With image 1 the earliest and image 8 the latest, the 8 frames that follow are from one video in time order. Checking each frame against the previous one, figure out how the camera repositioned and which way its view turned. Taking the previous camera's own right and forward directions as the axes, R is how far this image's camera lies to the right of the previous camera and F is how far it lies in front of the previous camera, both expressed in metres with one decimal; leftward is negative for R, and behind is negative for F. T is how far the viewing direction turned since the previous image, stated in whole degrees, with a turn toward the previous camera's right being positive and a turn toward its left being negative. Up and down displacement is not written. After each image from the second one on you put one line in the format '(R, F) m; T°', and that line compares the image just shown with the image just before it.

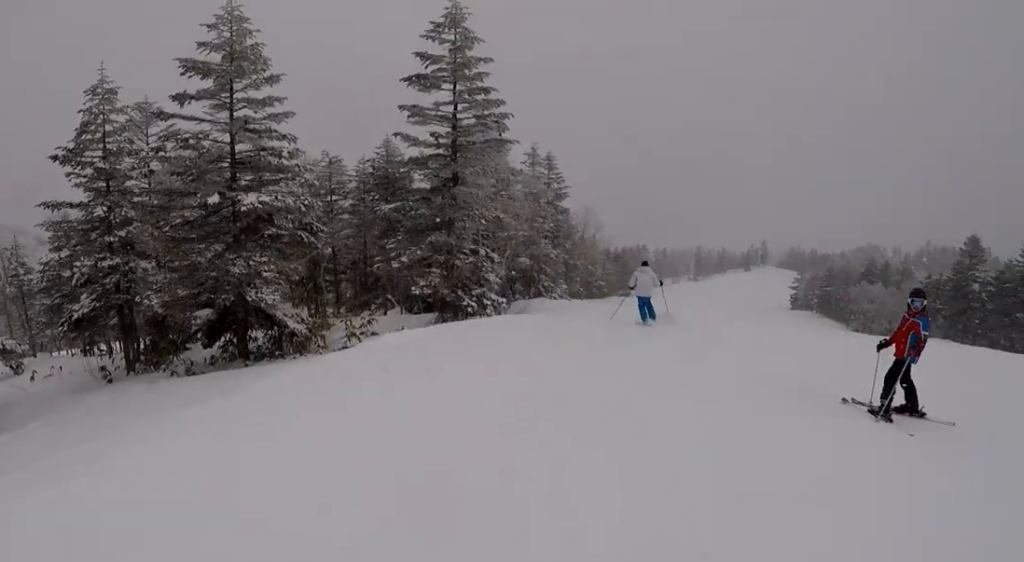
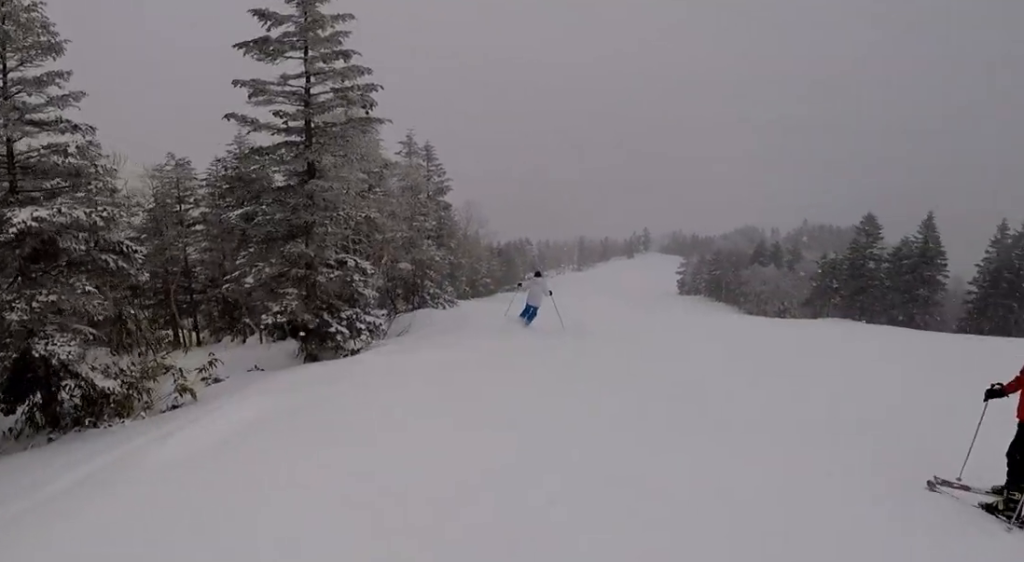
(0.0, +3.4) m; +6°
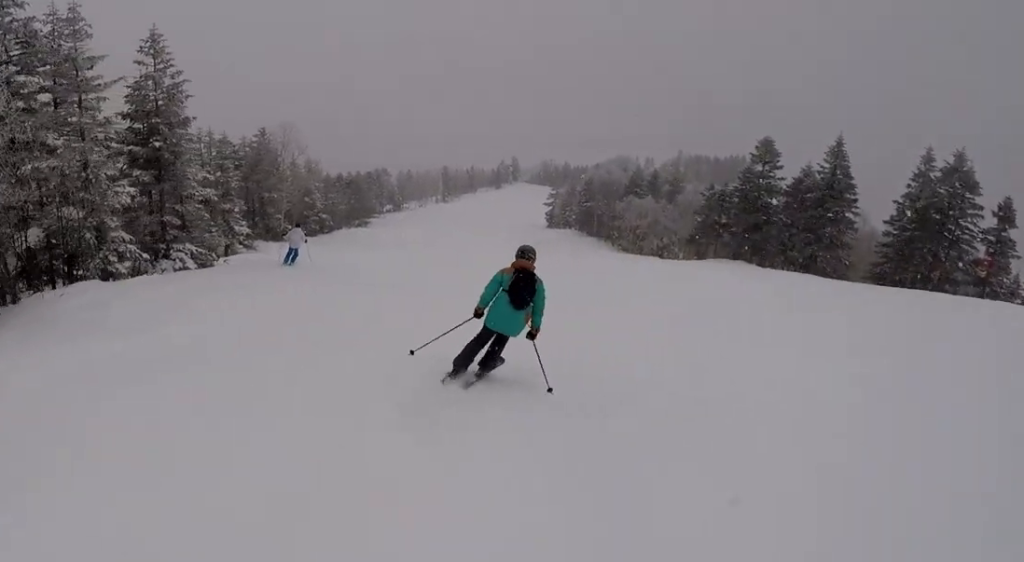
(+1.6, +10.0) m; +9°
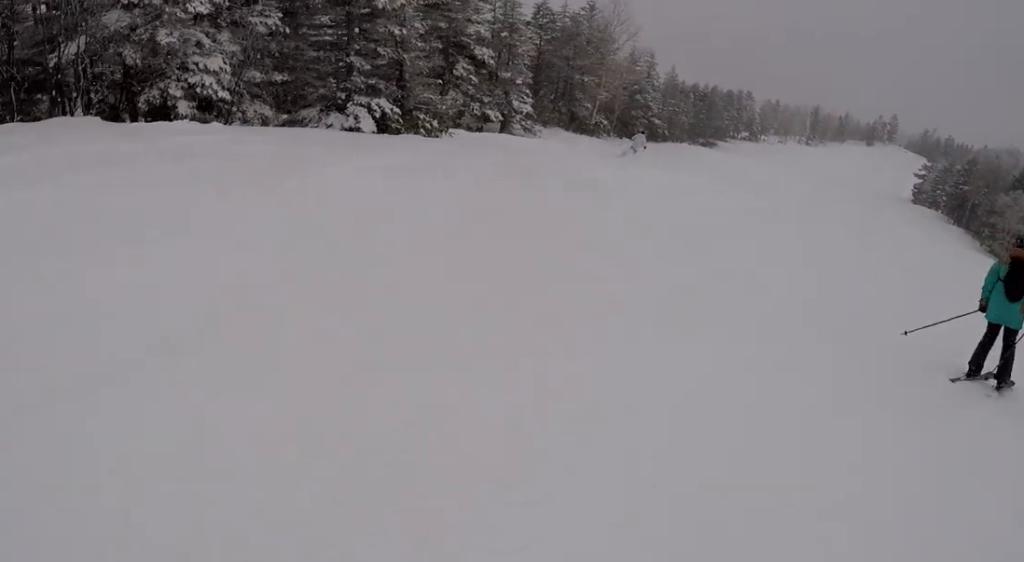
(-0.2, +8.3) m; -10°
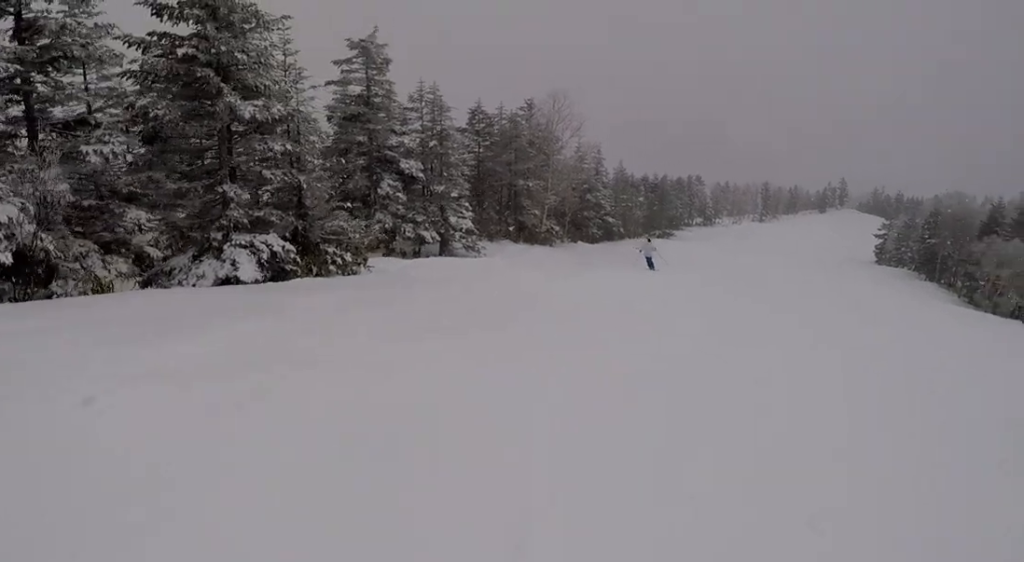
(-0.7, +4.4) m; +1°
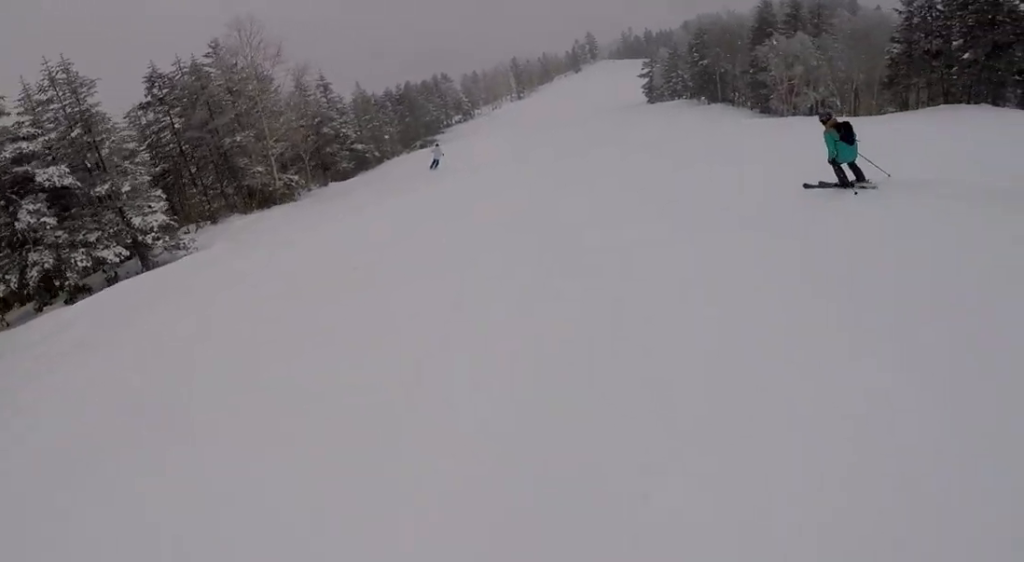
(+0.5, +6.9) m; 0°
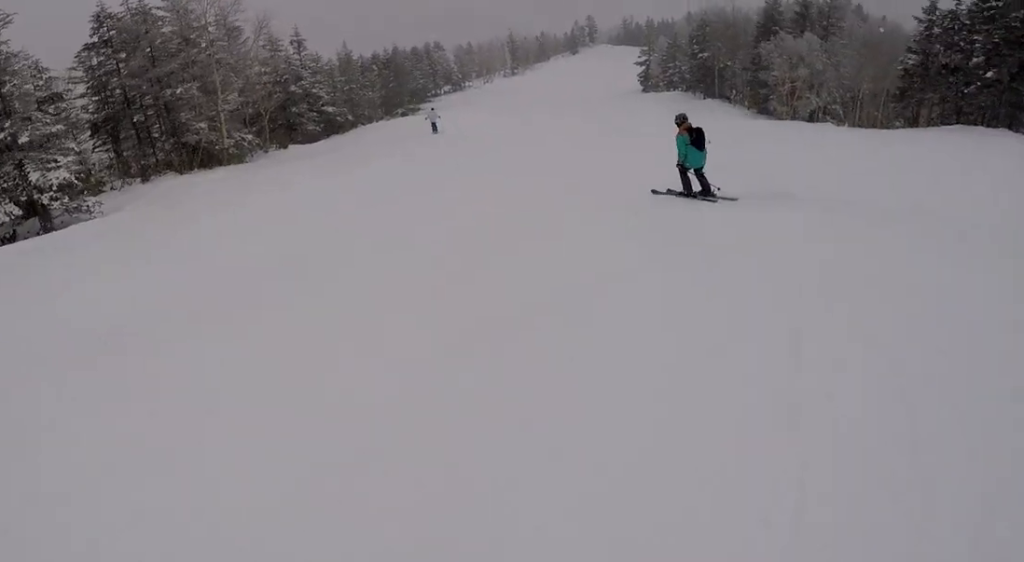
(+0.4, +3.2) m; -1°
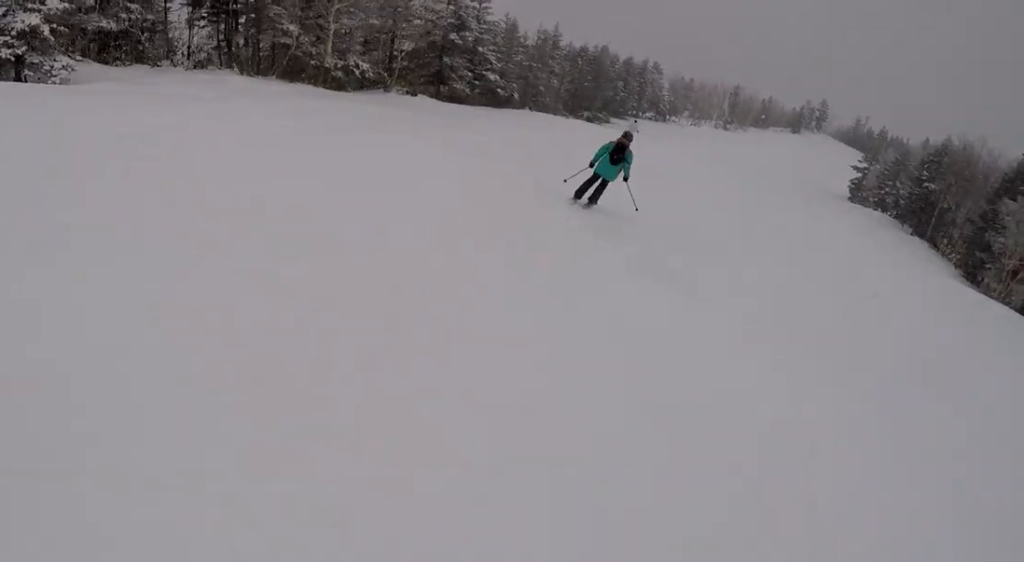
(-1.0, +6.2) m; -11°
